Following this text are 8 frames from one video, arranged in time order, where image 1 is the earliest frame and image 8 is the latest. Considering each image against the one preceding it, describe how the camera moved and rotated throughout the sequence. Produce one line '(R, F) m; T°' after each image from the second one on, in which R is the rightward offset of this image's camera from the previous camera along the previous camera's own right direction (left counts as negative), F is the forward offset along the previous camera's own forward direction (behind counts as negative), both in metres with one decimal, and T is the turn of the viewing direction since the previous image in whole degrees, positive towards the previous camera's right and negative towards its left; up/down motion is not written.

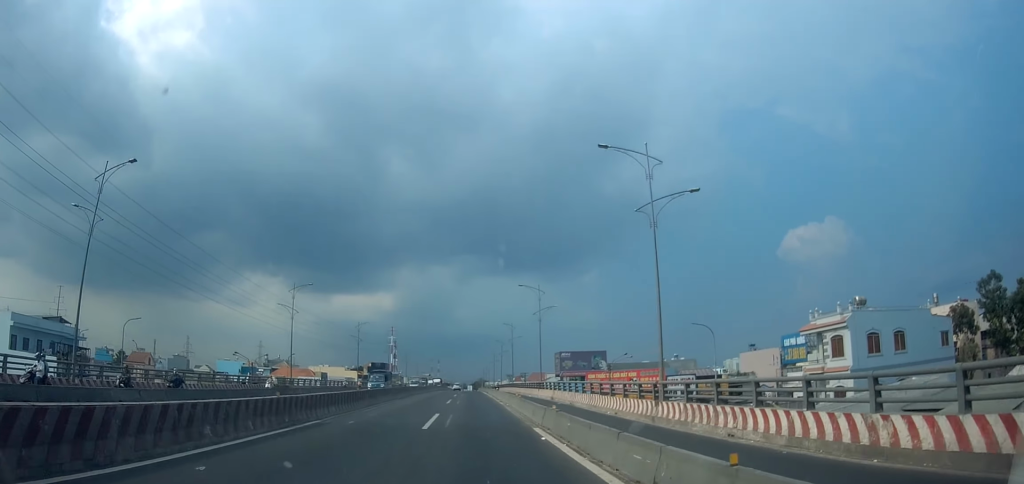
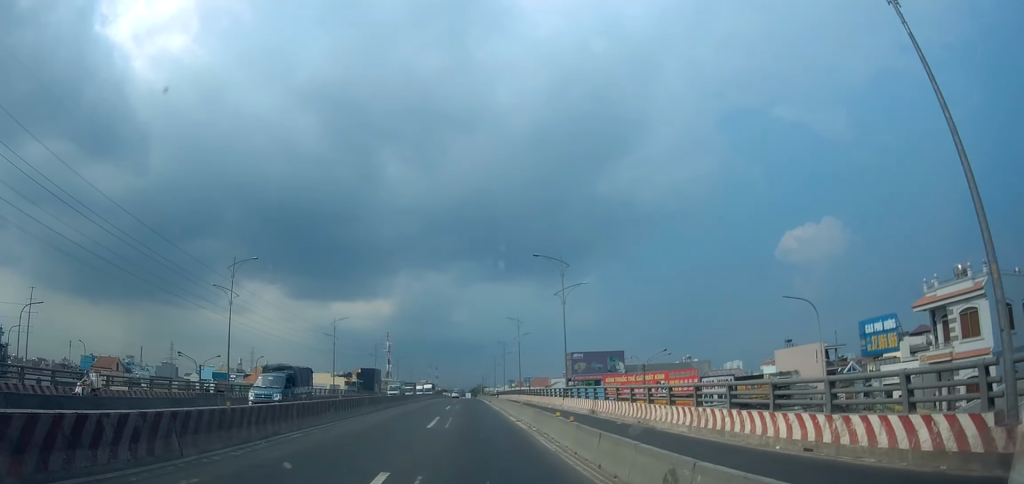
(+0.4, +13.5) m; 0°
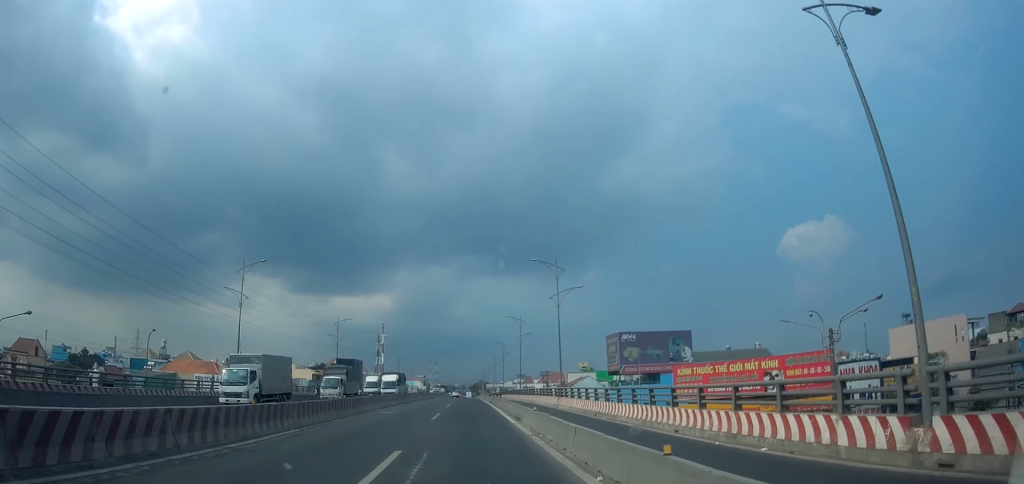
(-1.2, +28.8) m; -1°
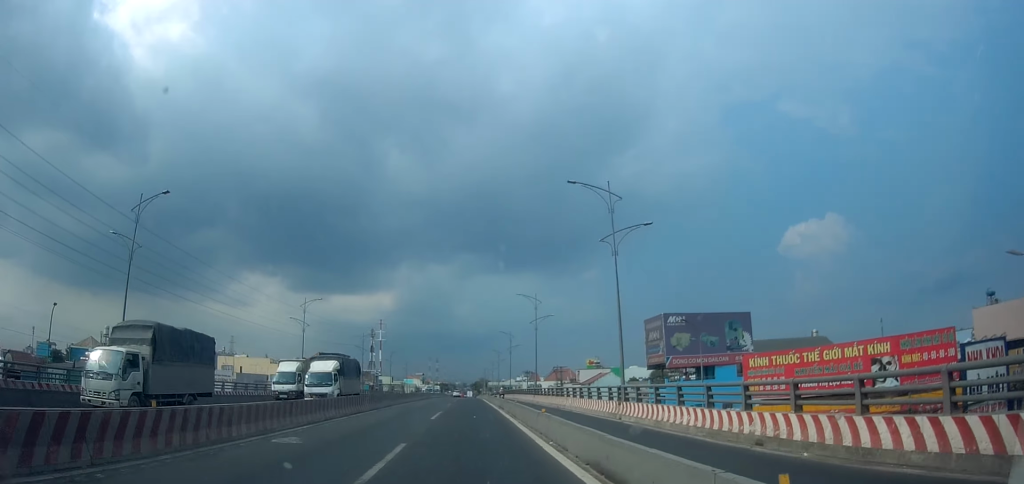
(+0.3, +14.6) m; +1°
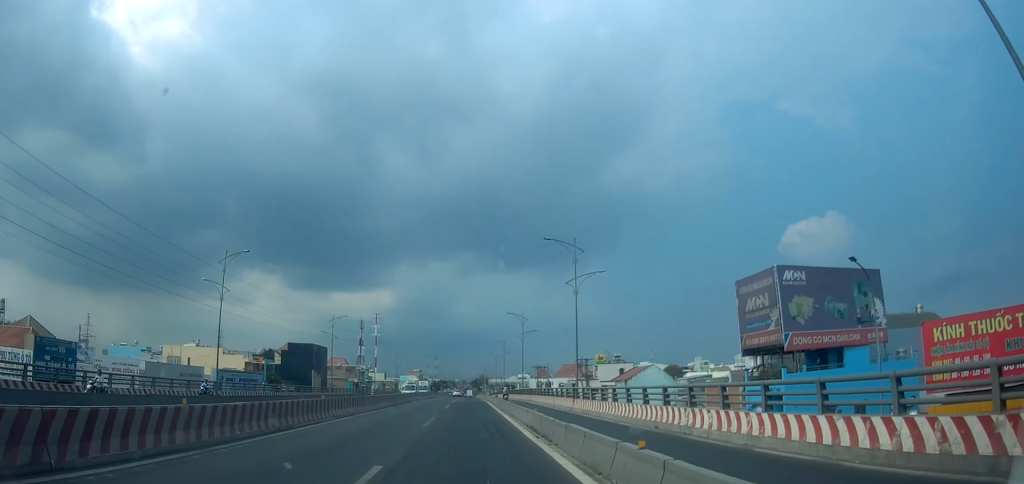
(+0.2, +19.0) m; -1°
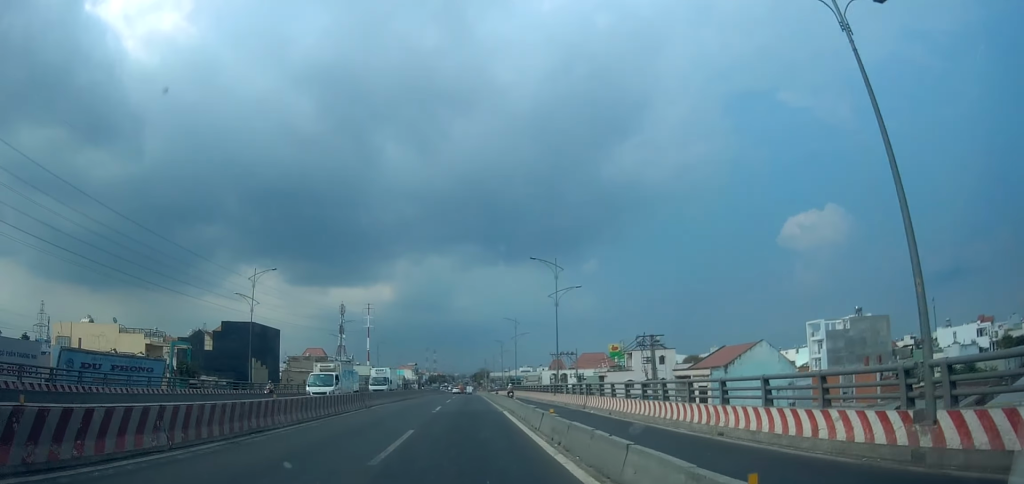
(-0.7, +25.1) m; -2°
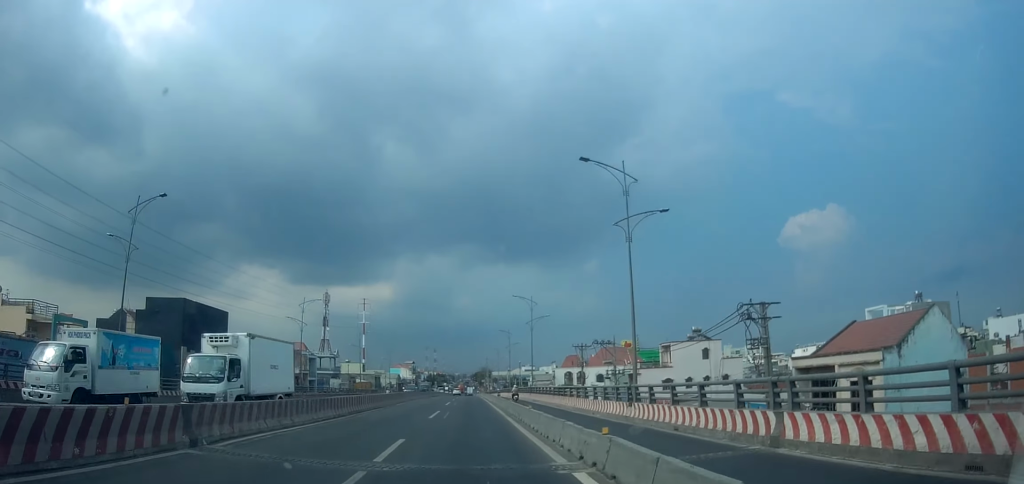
(0.0, +17.3) m; 0°
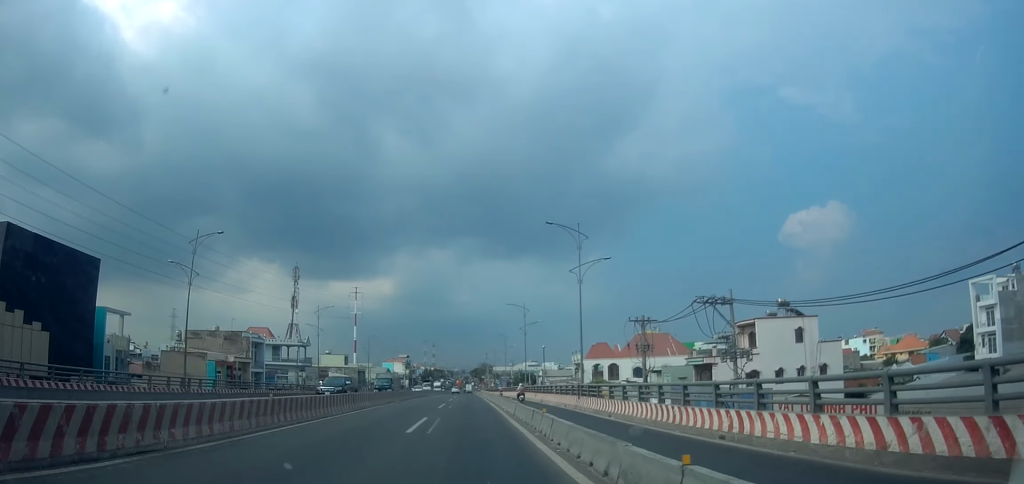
(+0.1, +23.2) m; +3°
